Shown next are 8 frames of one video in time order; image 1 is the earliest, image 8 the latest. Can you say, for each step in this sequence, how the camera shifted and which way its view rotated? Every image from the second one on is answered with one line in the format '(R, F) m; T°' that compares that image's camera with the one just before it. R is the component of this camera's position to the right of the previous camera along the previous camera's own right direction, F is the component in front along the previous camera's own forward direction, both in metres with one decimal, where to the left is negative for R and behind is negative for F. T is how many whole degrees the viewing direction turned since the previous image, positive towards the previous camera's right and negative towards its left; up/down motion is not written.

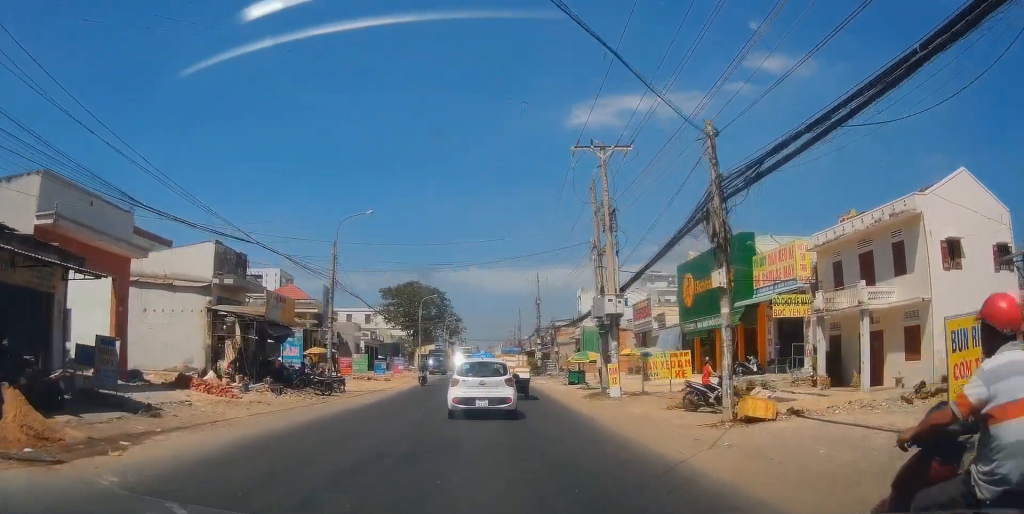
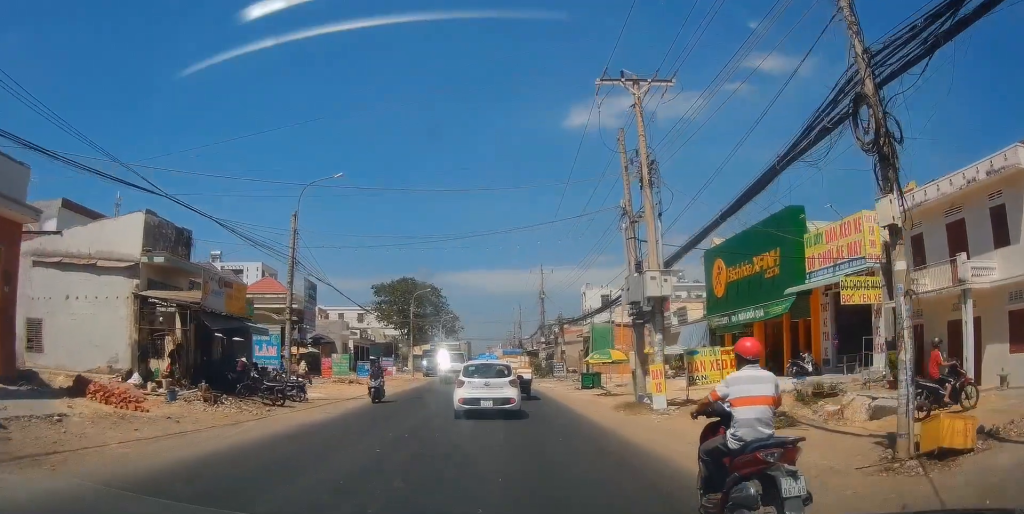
(-0.2, +6.4) m; 0°
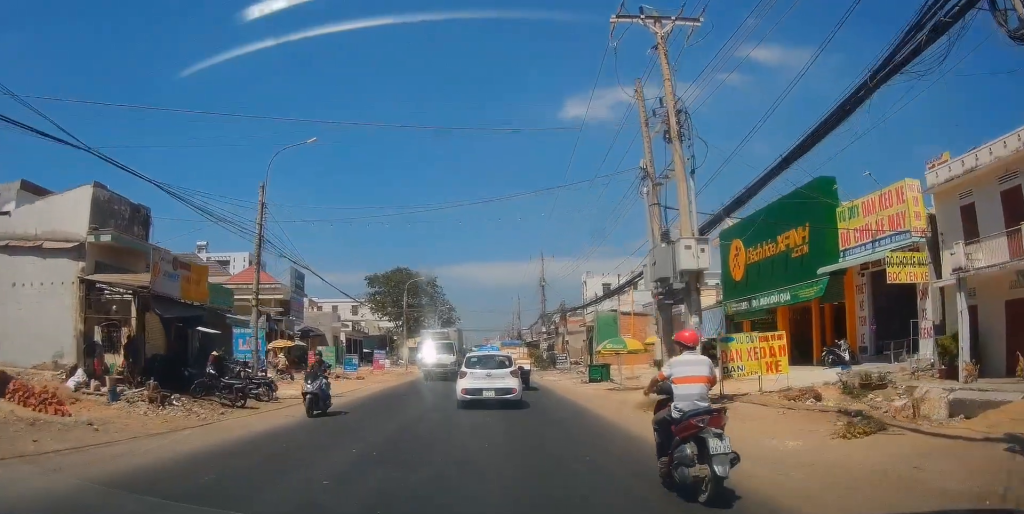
(+0.2, +3.4) m; 0°
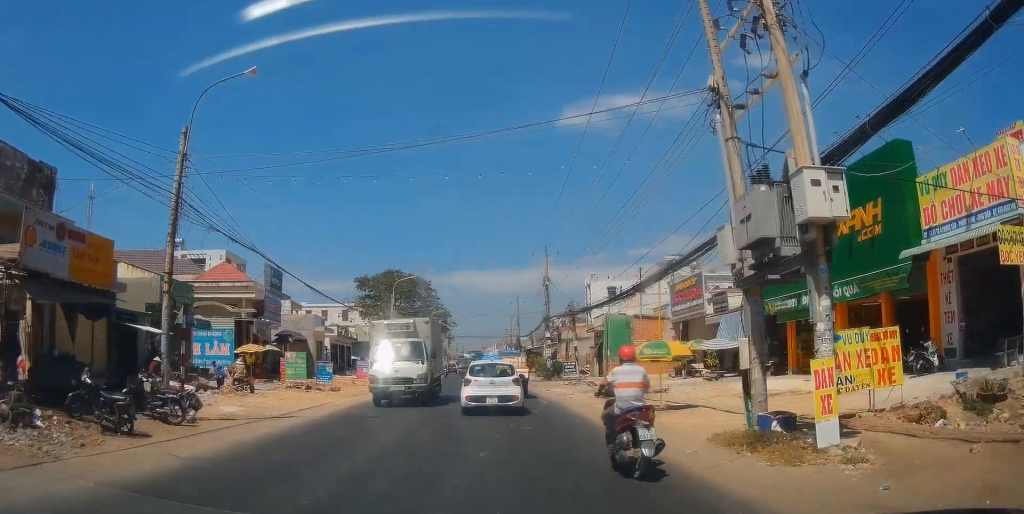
(-0.3, +6.3) m; -3°
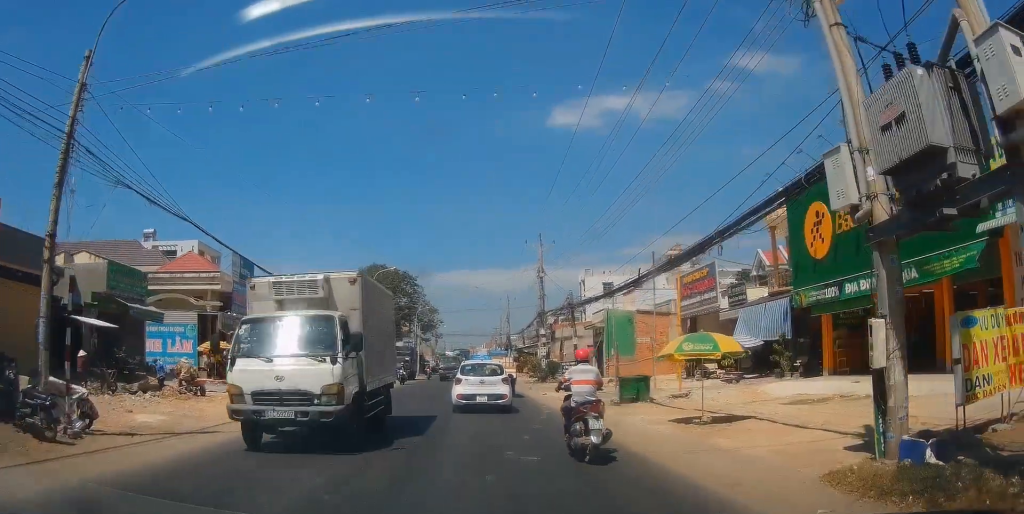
(-0.1, +4.8) m; -1°
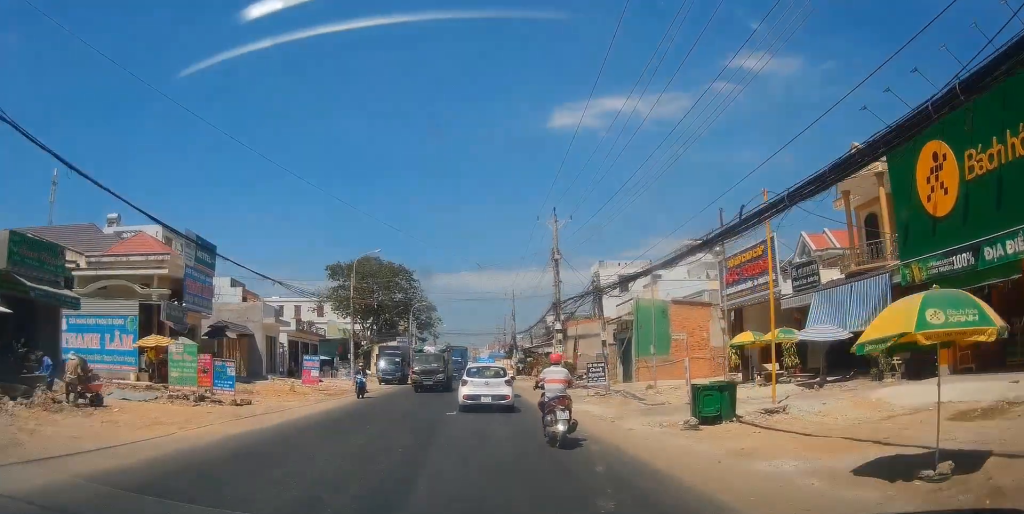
(-0.1, +8.1) m; +3°
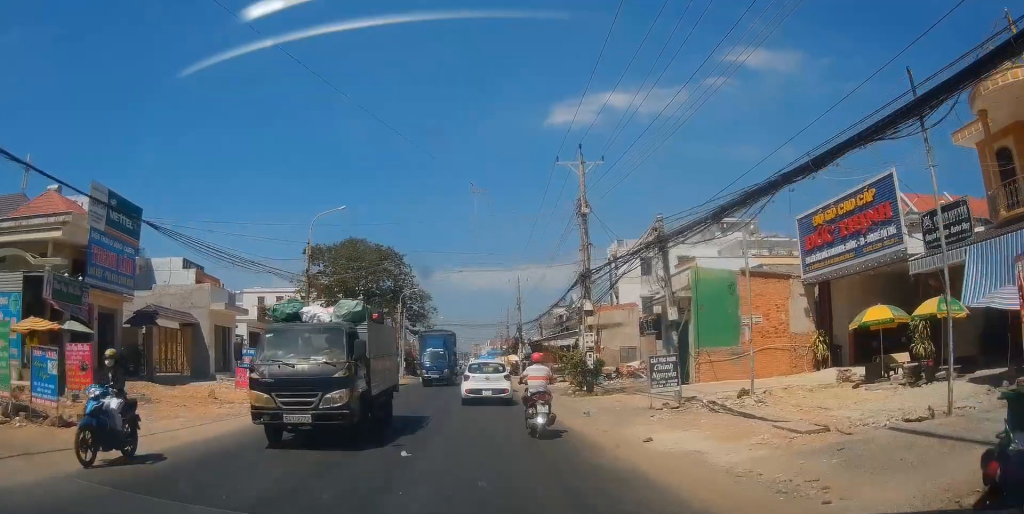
(+0.5, +9.9) m; +1°
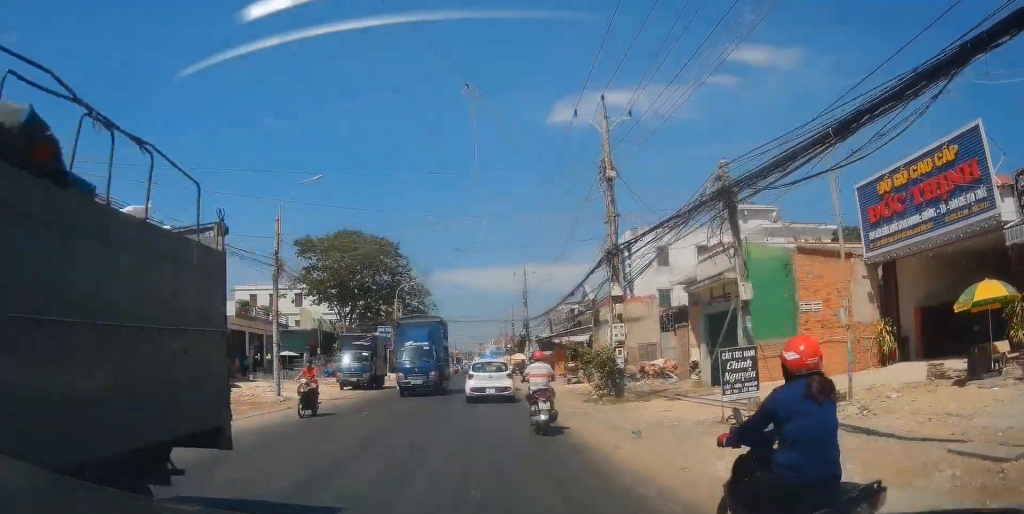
(-0.3, +4.7) m; 0°
